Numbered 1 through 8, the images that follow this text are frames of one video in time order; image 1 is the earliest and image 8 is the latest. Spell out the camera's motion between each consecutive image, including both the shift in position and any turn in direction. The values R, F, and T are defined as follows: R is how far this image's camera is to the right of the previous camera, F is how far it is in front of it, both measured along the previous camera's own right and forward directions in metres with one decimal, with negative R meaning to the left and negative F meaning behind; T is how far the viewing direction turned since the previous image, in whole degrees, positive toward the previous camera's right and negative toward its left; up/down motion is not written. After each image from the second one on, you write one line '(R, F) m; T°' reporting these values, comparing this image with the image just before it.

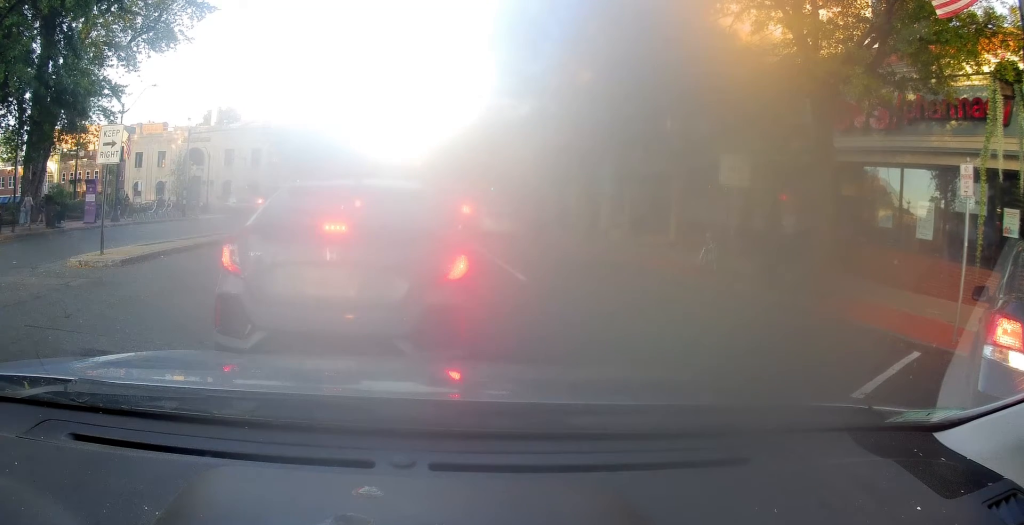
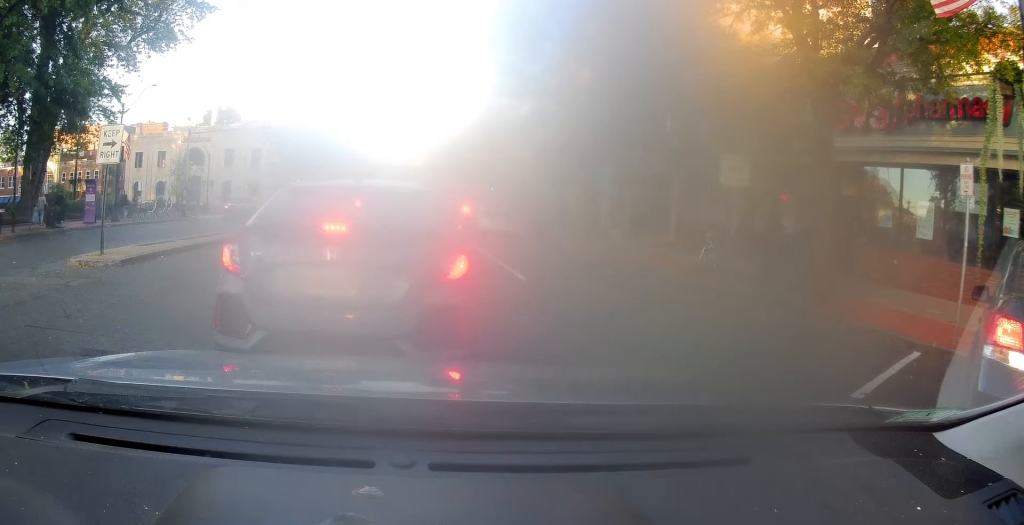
(0.0, 0.0) m; 0°
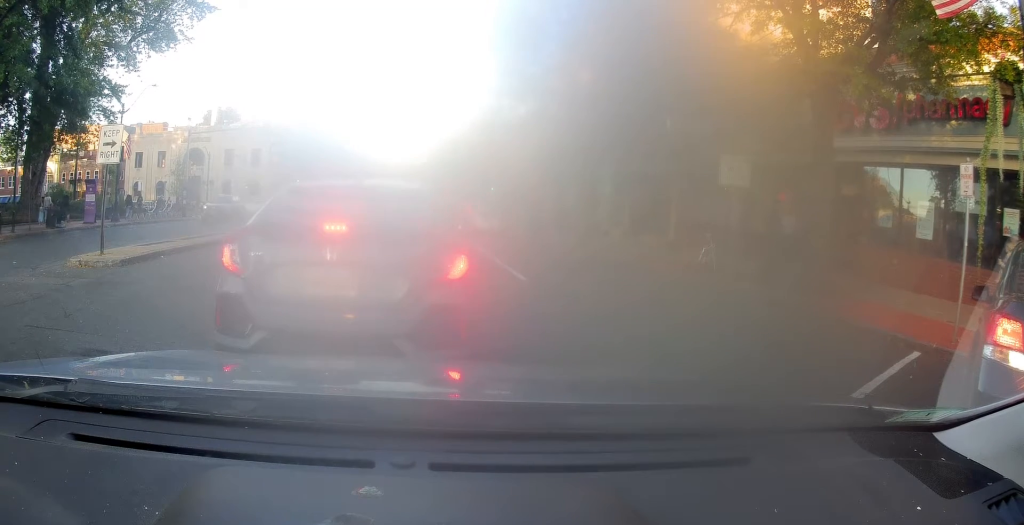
(0.0, 0.0) m; 0°
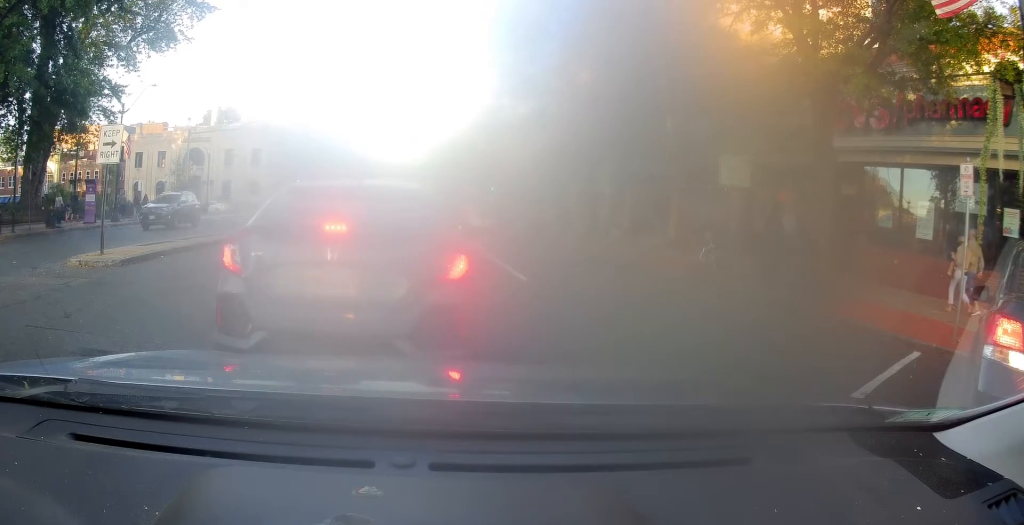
(+0.1, +0.2) m; 0°
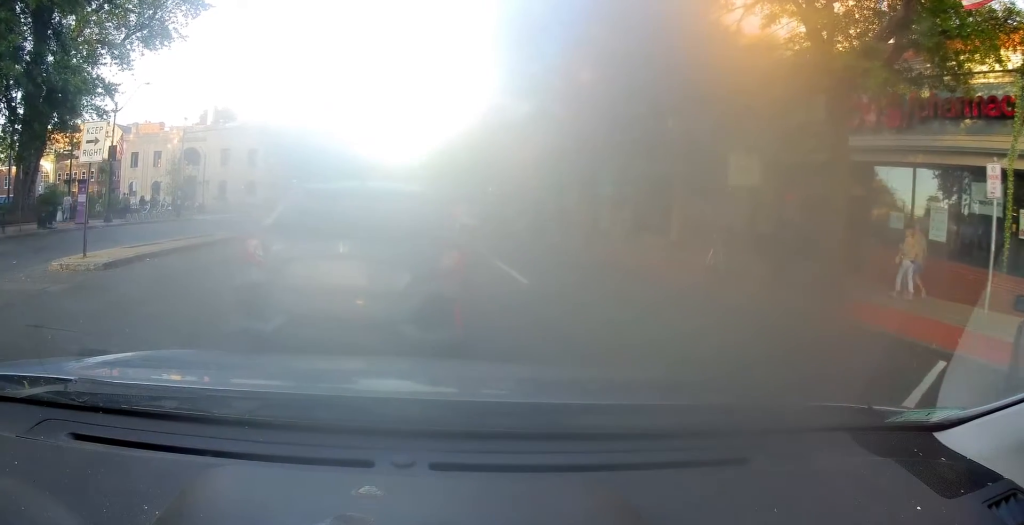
(-0.5, +0.6) m; 0°
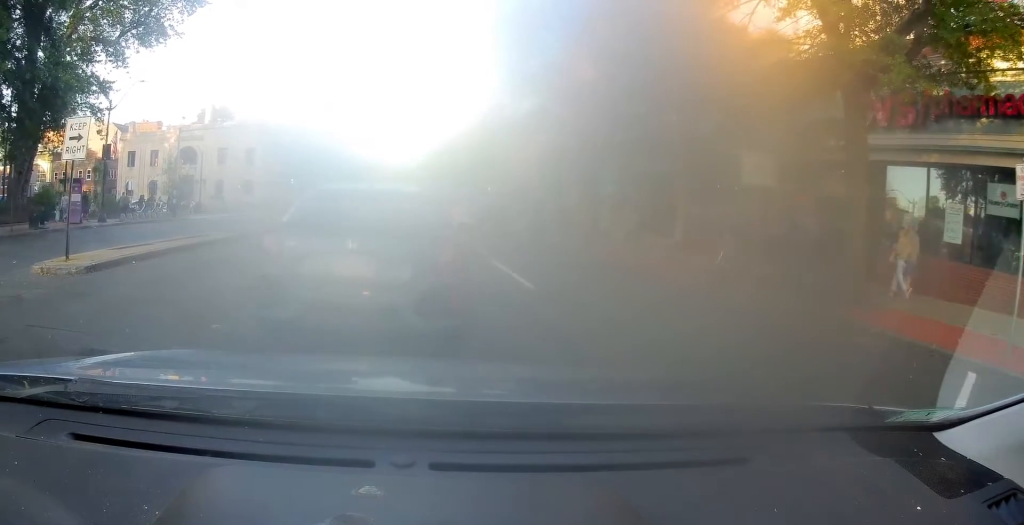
(-0.4, +0.4) m; 0°
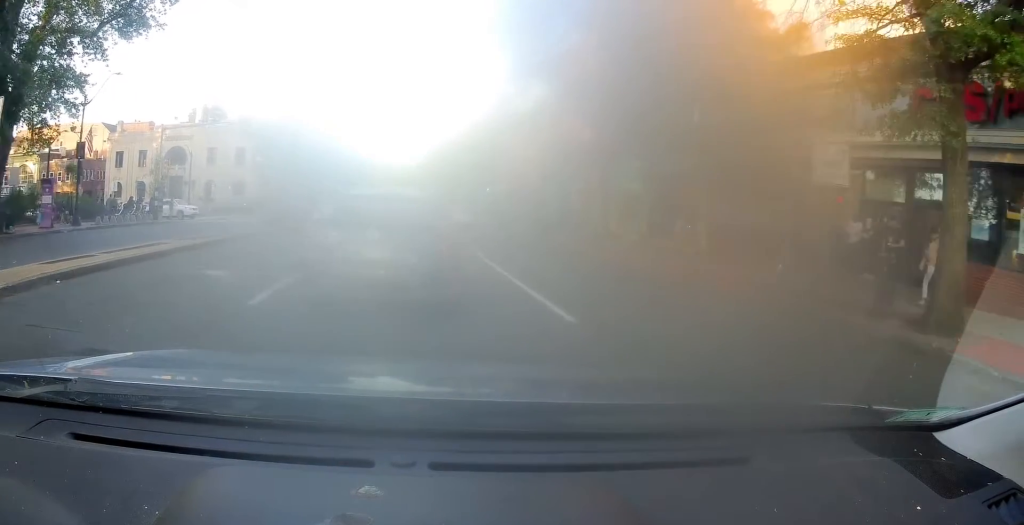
(-0.3, +2.4) m; +1°
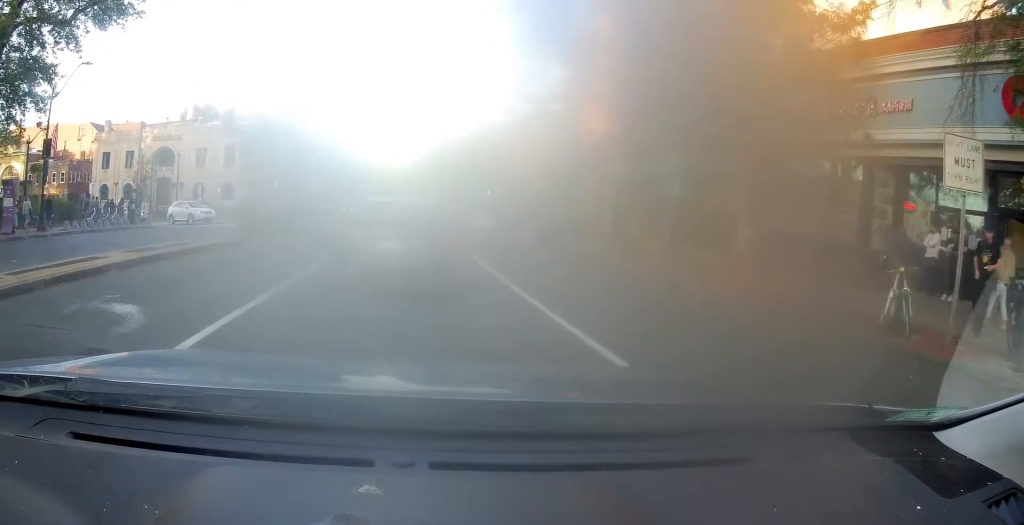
(+0.2, +3.3) m; +1°
